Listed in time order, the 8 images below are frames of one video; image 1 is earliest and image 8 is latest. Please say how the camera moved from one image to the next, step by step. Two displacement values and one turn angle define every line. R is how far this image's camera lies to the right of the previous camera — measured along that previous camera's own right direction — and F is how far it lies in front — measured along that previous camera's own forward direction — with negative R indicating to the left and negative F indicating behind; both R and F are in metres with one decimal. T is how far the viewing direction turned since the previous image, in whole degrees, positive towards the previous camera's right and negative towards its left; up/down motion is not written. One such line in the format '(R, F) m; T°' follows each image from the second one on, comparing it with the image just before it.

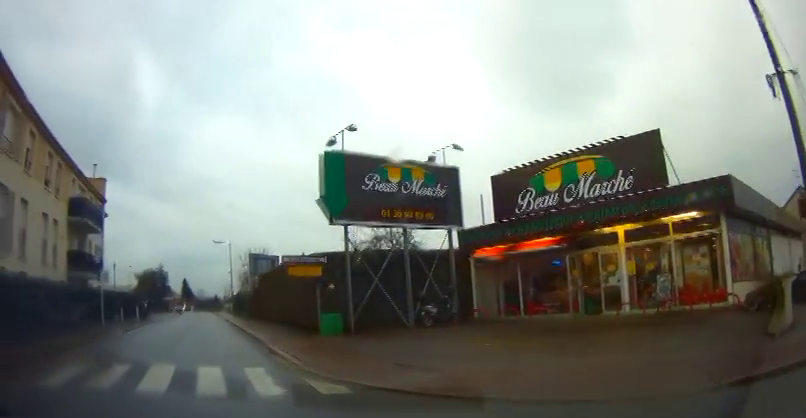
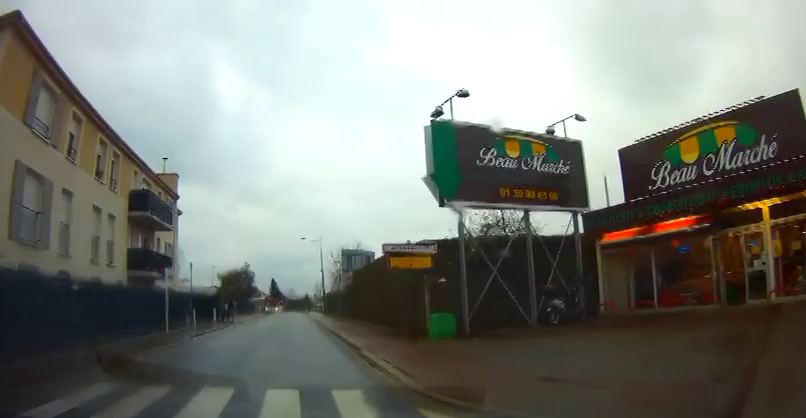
(-0.4, +2.7) m; -10°
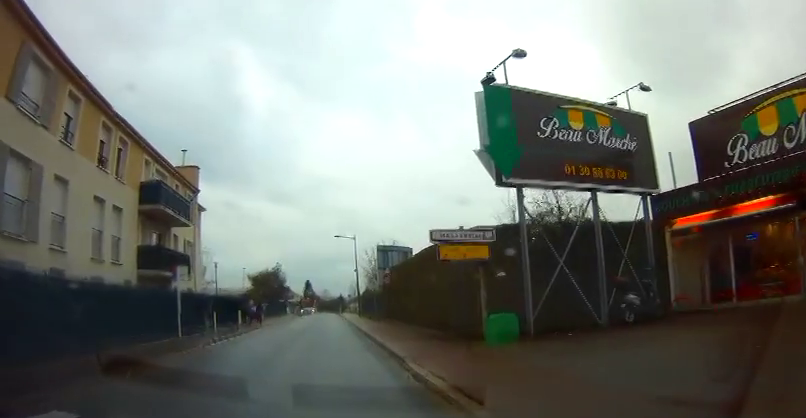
(-0.2, +2.4) m; -5°
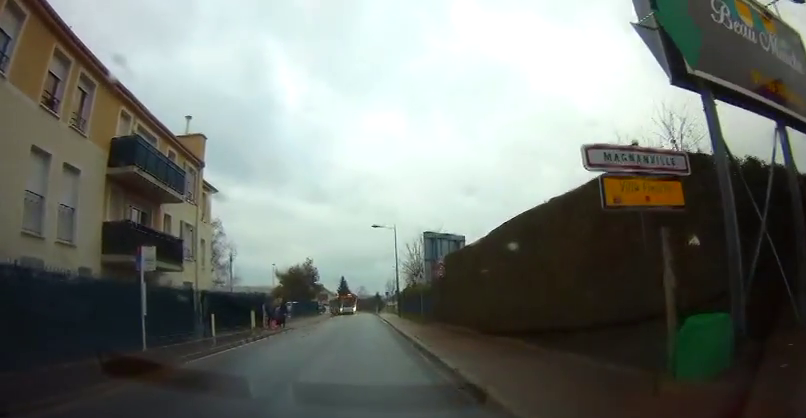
(-0.4, +5.7) m; -6°
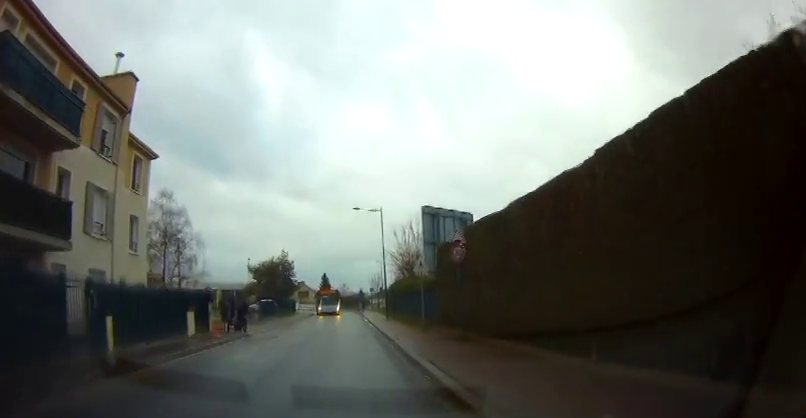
(-0.2, +7.0) m; 0°
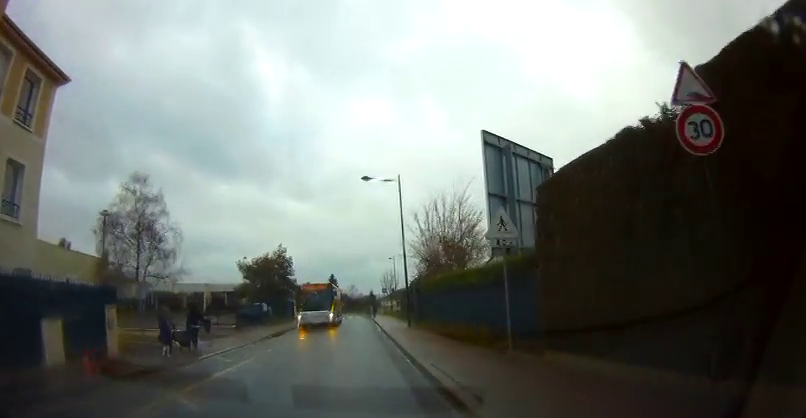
(+0.5, +9.8) m; +3°
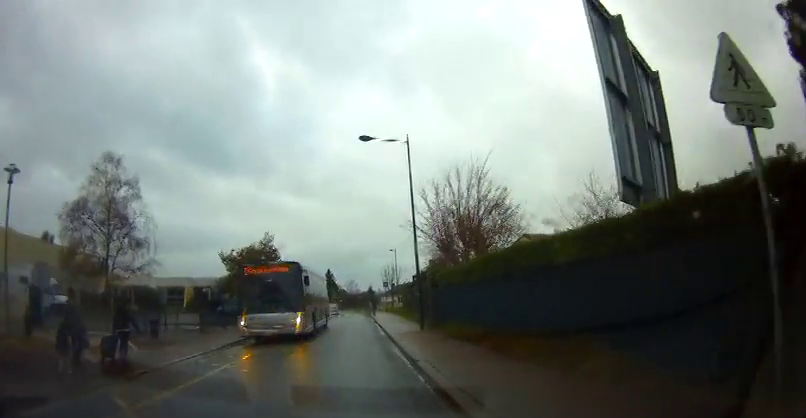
(-0.1, +5.7) m; -2°
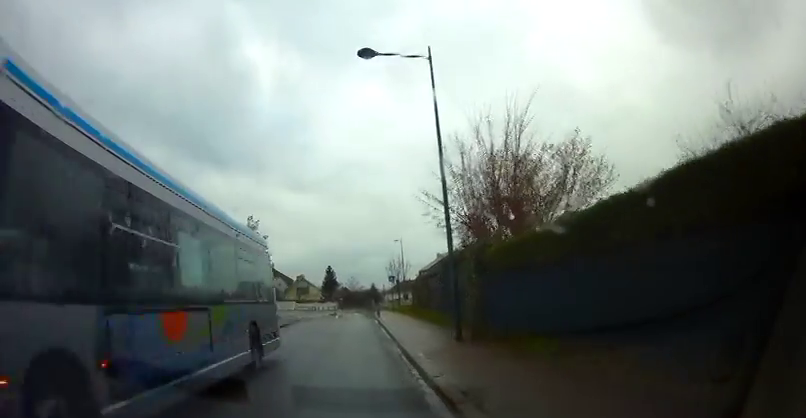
(-0.1, +6.6) m; -1°
